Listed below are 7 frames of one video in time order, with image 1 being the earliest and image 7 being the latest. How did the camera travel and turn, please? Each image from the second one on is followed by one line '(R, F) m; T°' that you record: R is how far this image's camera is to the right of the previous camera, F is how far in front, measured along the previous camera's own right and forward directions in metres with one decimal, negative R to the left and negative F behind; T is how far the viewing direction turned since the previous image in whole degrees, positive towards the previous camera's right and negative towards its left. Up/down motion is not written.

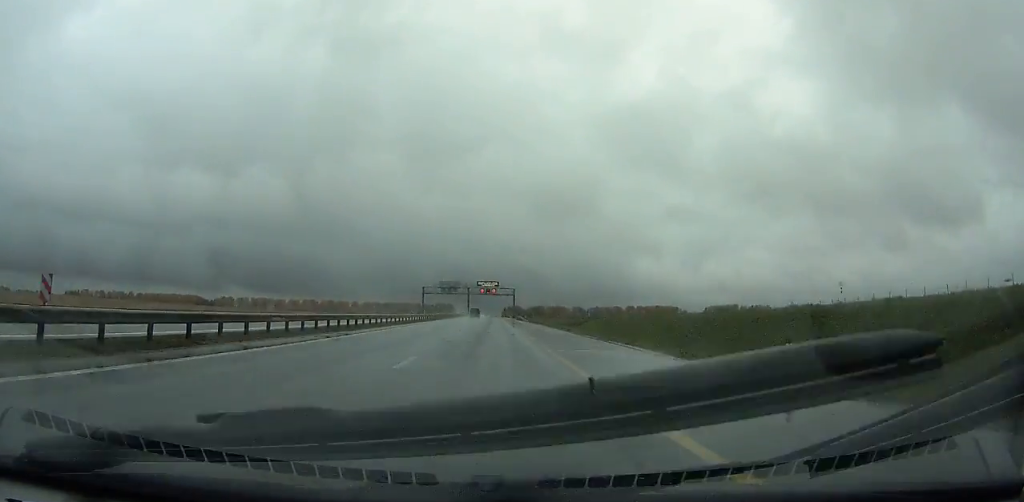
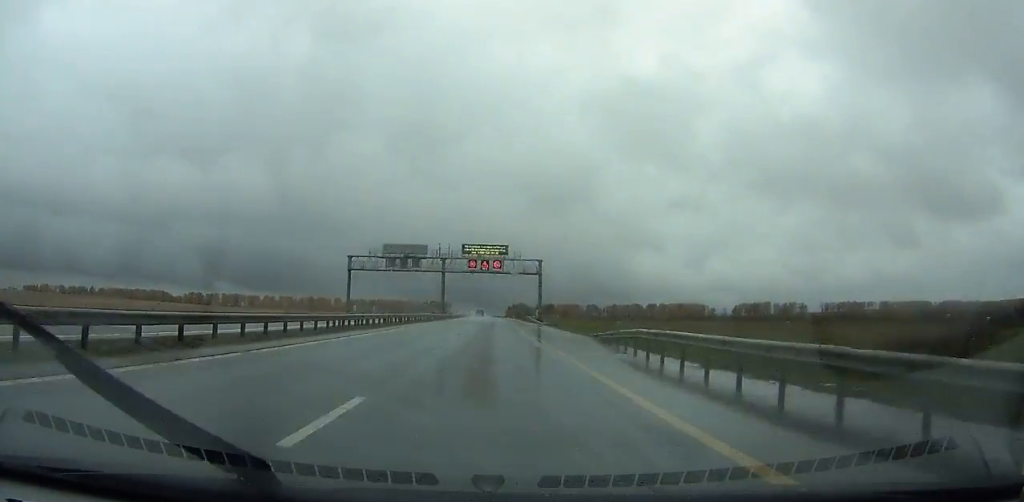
(-0.1, +101.5) m; 0°
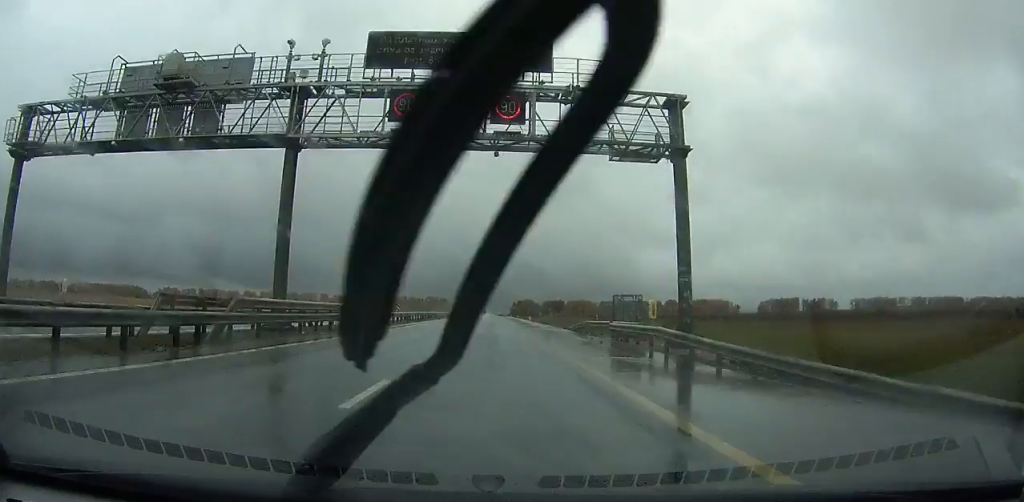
(+0.1, +69.8) m; 0°
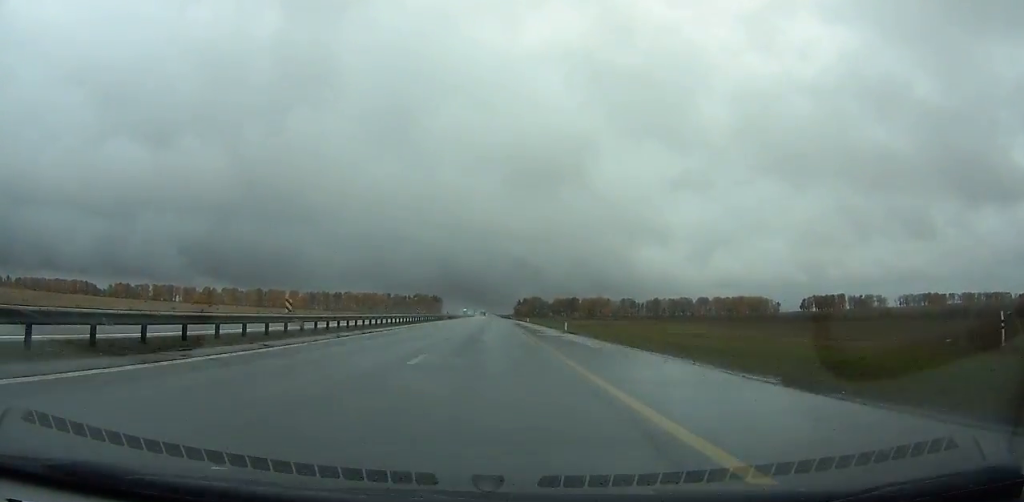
(+0.2, +102.9) m; 0°
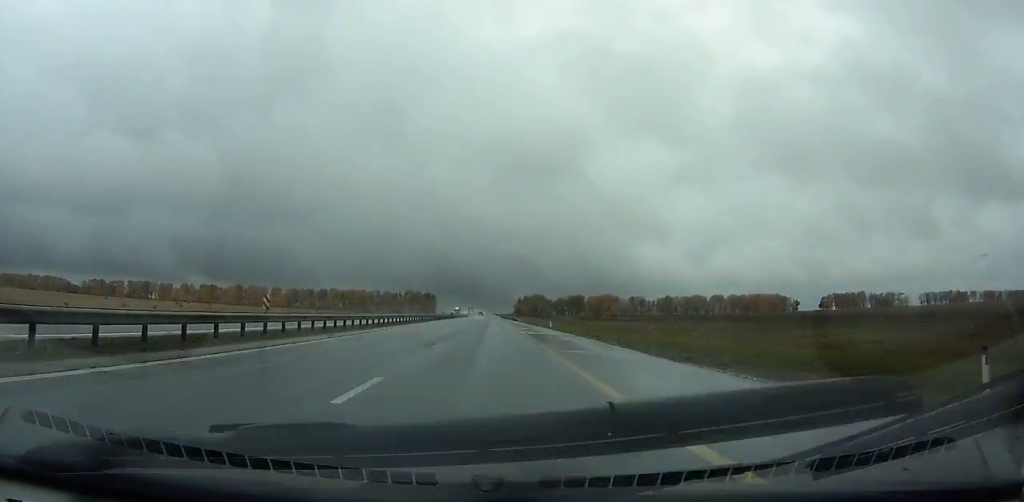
(-0.3, +41.3) m; 0°
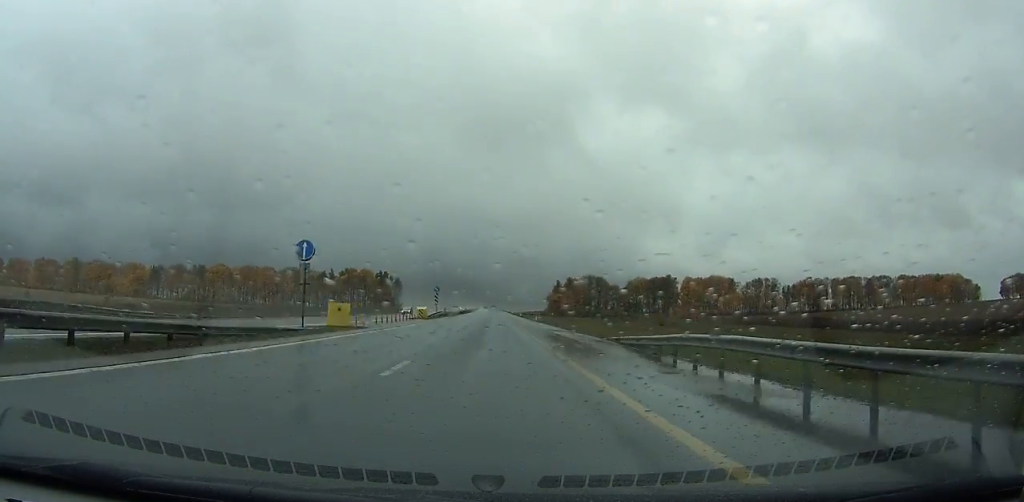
(-2.3, +225.6) m; -1°
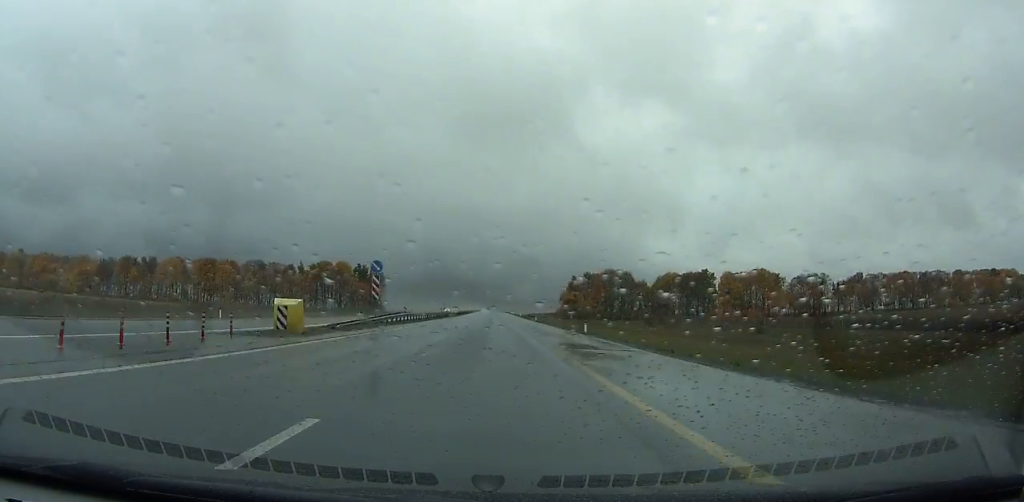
(+0.2, +42.8) m; 0°
